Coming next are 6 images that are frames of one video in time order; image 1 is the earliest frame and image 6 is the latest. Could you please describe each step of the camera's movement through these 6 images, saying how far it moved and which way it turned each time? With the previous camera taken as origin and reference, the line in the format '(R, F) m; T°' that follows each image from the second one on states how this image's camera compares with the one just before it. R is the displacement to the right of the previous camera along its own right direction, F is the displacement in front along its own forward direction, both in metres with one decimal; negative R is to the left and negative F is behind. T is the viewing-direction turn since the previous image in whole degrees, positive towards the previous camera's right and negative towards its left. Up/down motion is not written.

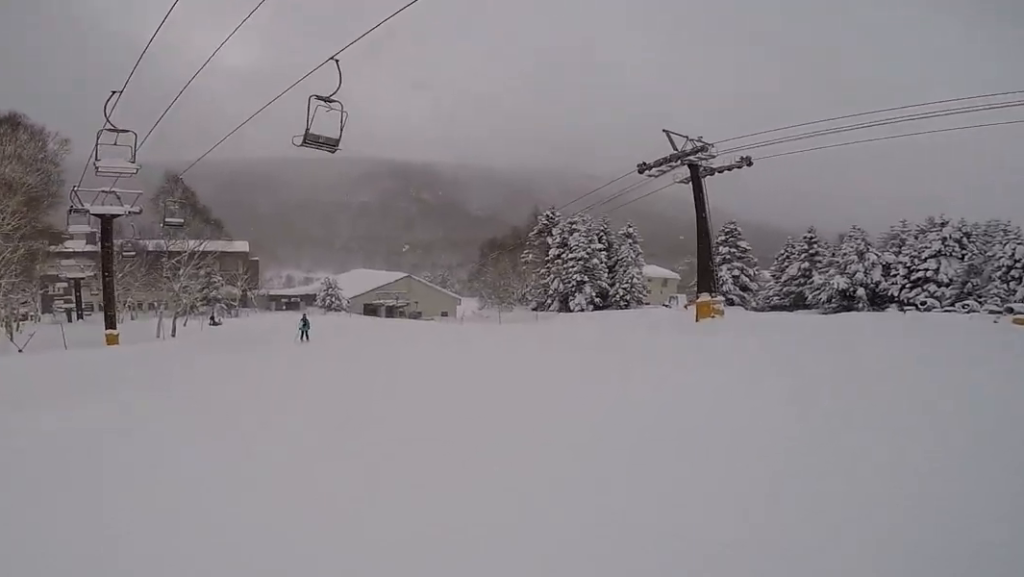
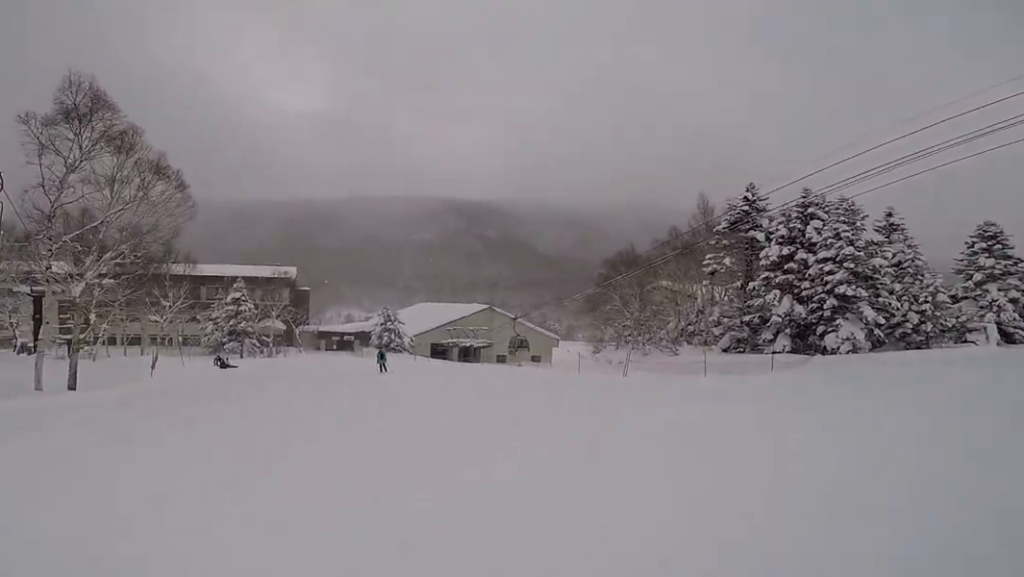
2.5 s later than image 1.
(+0.8, +19.5) m; +2°
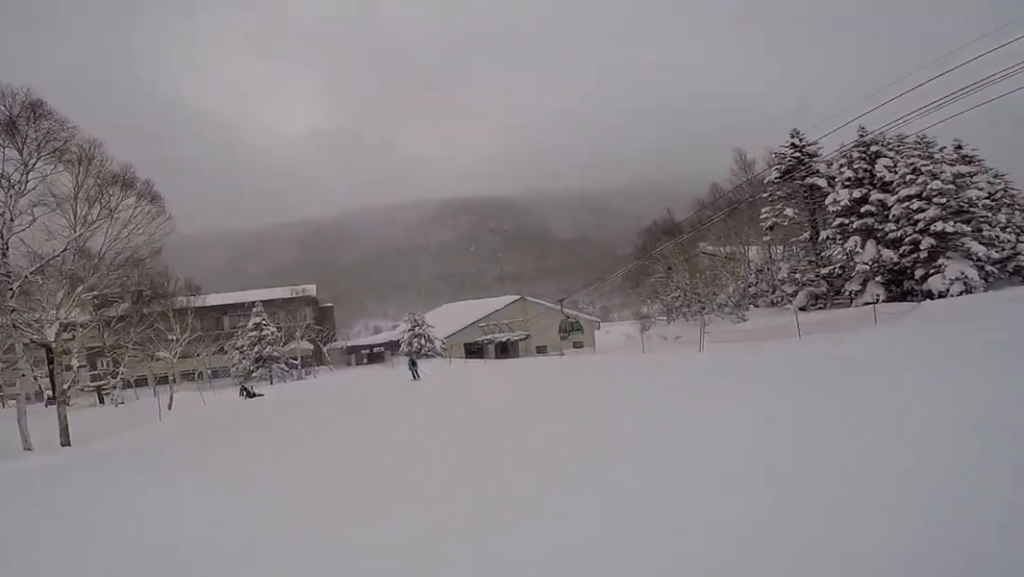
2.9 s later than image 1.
(-0.5, +3.3) m; -2°
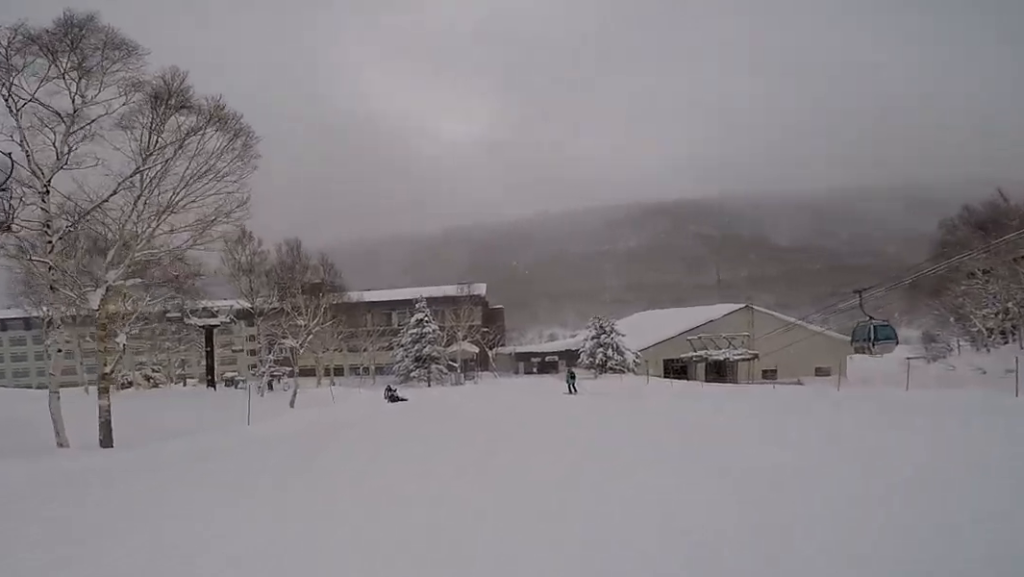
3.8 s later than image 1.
(+0.7, +7.0) m; -1°
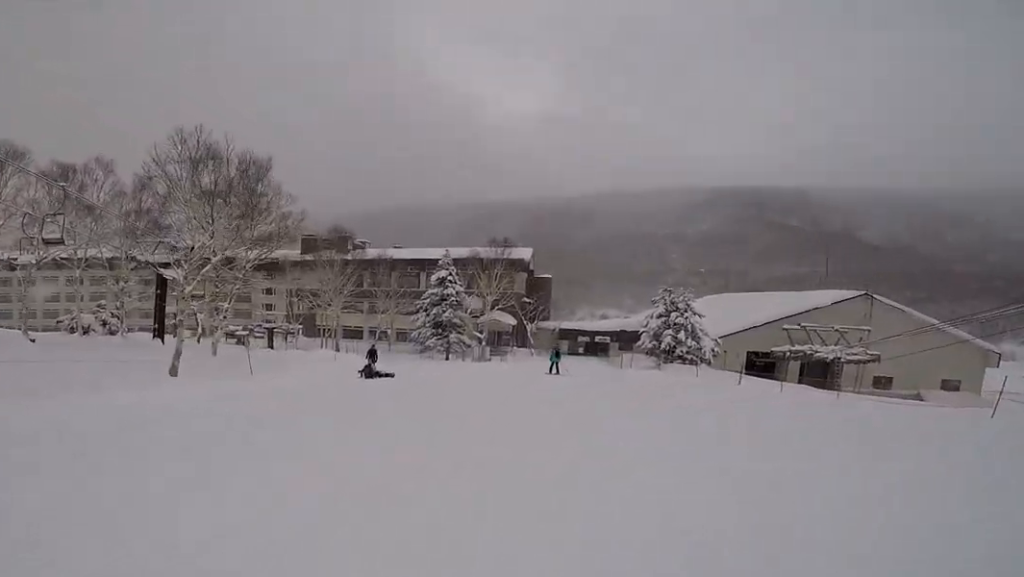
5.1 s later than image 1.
(-1.0, +9.9) m; -9°
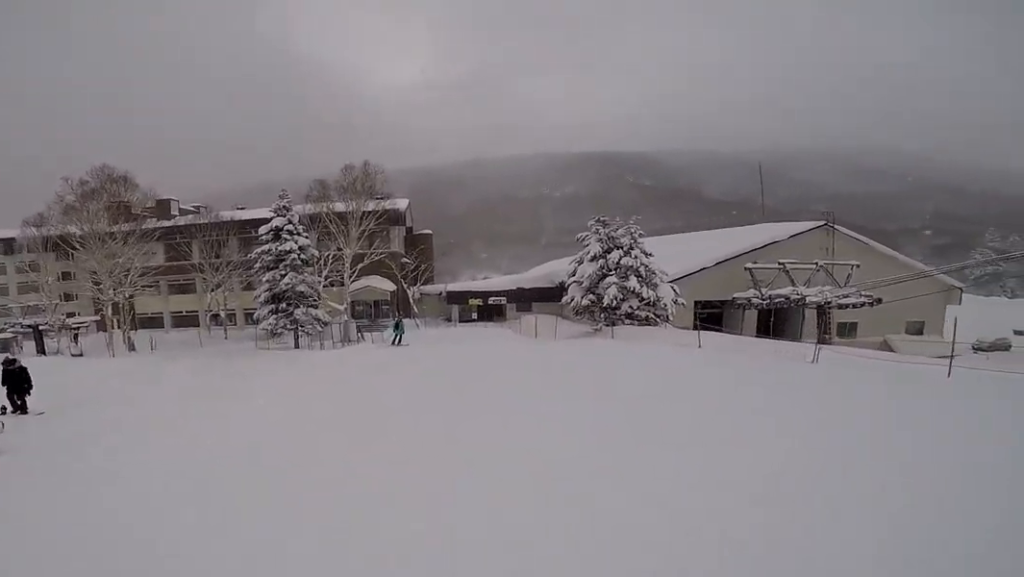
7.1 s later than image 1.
(-2.0, +14.0) m; -13°
